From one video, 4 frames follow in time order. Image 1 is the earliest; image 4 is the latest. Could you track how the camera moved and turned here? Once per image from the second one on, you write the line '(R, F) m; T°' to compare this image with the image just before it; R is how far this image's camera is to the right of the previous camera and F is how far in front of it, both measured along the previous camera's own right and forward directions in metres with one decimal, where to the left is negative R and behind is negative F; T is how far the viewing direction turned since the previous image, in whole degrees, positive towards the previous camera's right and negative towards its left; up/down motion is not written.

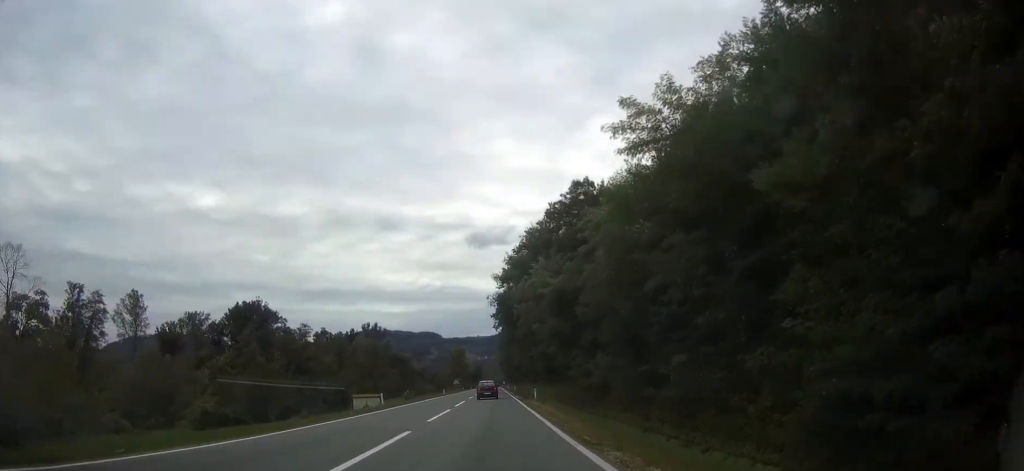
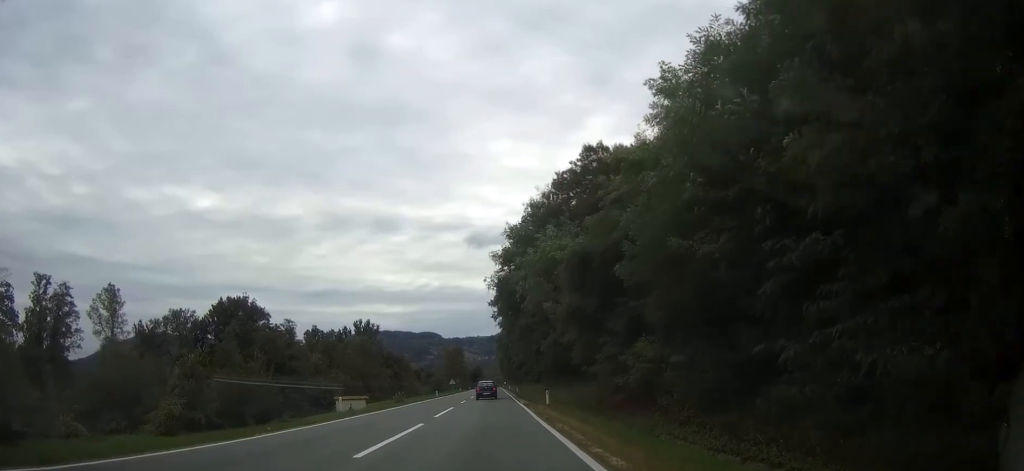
(0.0, +11.7) m; 0°
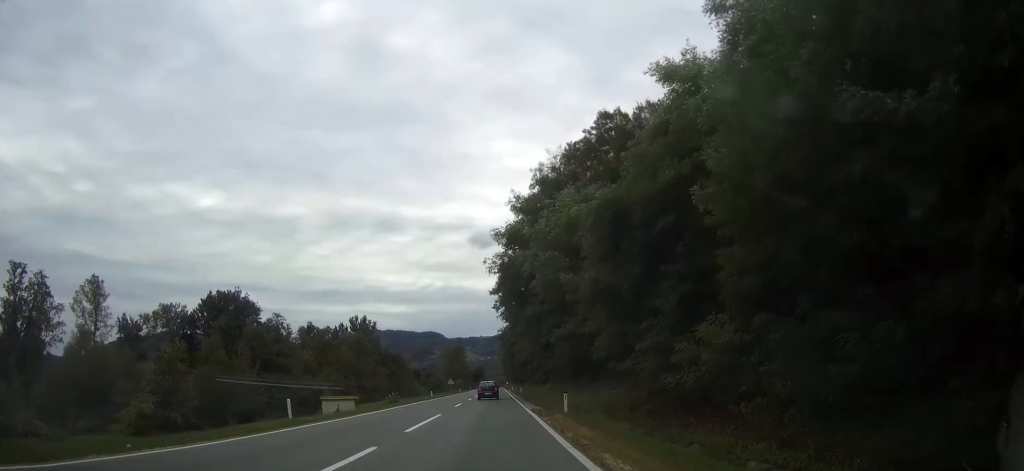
(0.0, +8.6) m; 0°
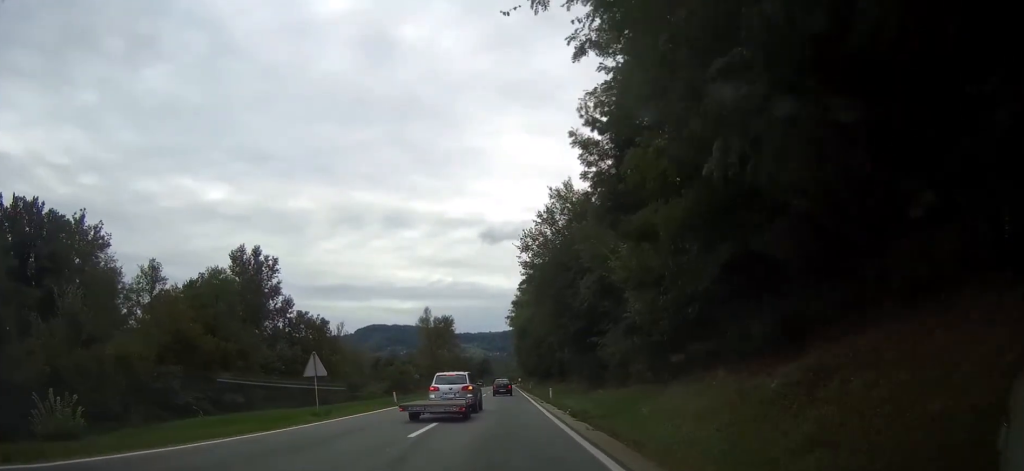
(-0.6, +85.2) m; -1°
